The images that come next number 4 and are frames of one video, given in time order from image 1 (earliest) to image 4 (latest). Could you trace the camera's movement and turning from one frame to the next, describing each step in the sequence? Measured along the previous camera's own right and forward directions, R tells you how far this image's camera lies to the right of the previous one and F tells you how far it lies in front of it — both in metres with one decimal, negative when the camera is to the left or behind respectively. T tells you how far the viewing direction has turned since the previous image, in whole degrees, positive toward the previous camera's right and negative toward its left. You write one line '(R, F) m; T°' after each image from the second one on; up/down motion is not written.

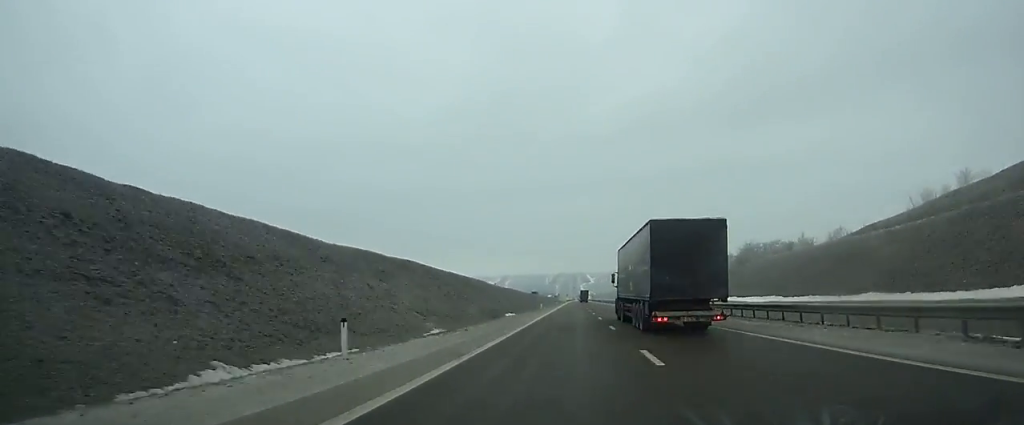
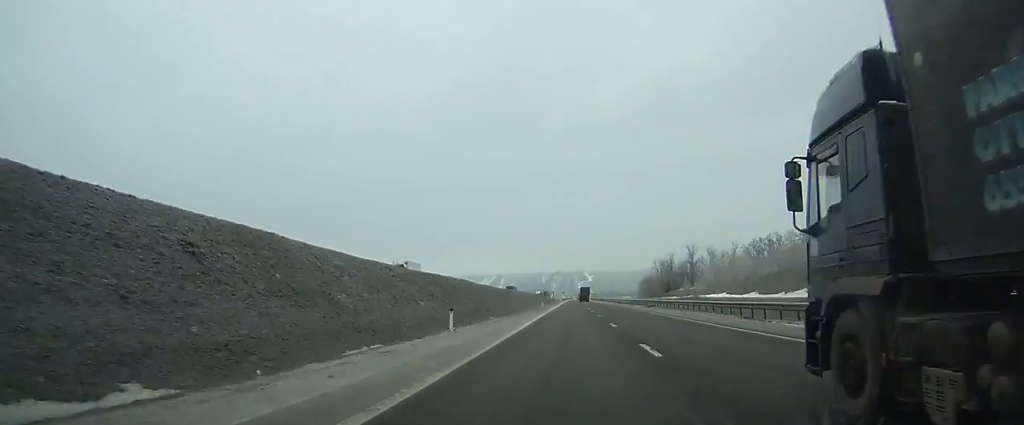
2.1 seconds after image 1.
(+0.1, +61.4) m; +1°
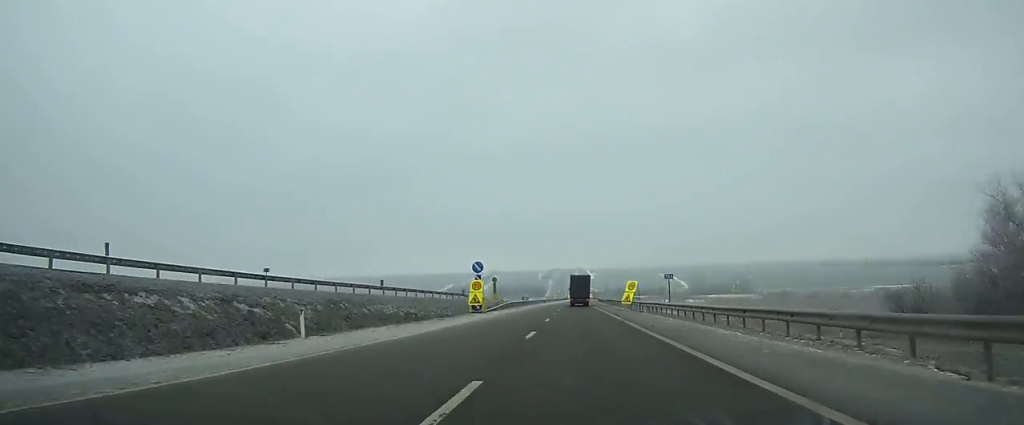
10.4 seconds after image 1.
(+0.5, +213.9) m; 0°
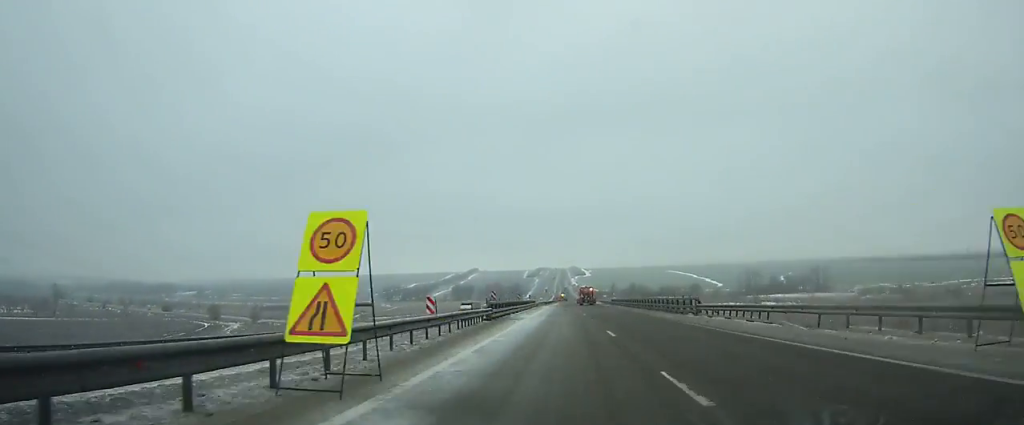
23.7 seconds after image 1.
(+0.5, +278.9) m; +1°
